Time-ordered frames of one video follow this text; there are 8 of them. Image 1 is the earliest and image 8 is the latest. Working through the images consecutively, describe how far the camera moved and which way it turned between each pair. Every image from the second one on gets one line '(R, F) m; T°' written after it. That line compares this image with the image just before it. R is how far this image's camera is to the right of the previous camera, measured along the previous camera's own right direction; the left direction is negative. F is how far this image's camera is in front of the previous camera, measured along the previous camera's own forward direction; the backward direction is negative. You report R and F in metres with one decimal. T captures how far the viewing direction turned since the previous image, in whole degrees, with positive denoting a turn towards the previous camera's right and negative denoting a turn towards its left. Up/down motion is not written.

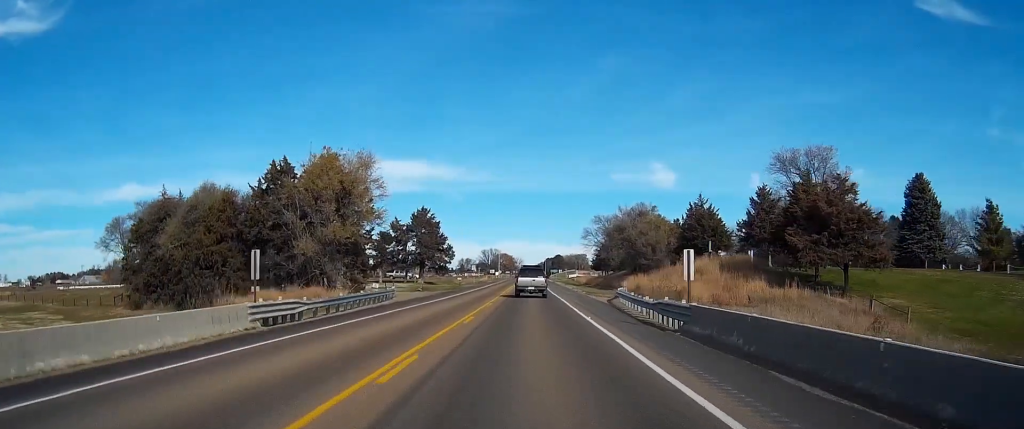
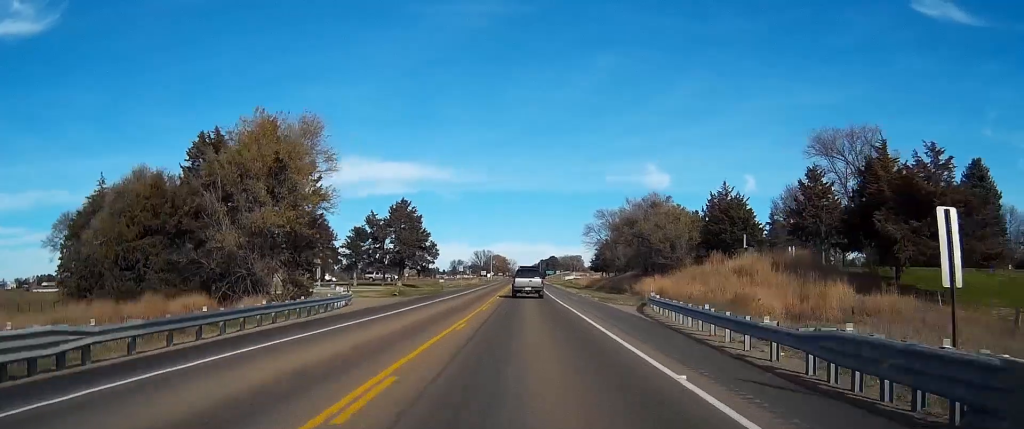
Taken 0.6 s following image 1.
(+0.1, +14.9) m; 0°
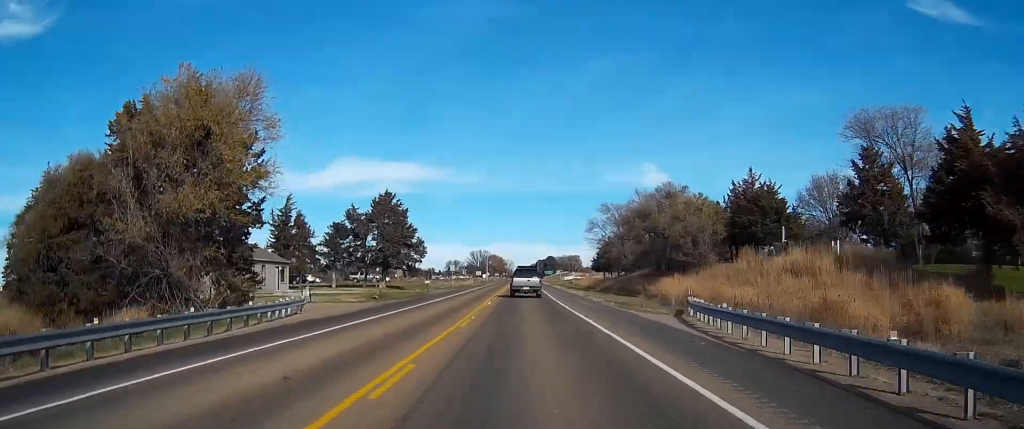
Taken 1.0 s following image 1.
(0.0, +10.8) m; 0°
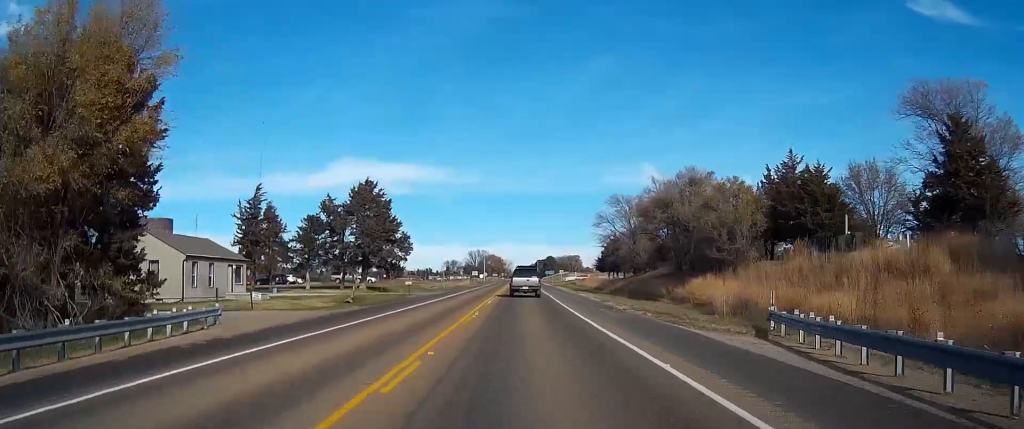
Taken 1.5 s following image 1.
(+0.1, +11.8) m; 0°
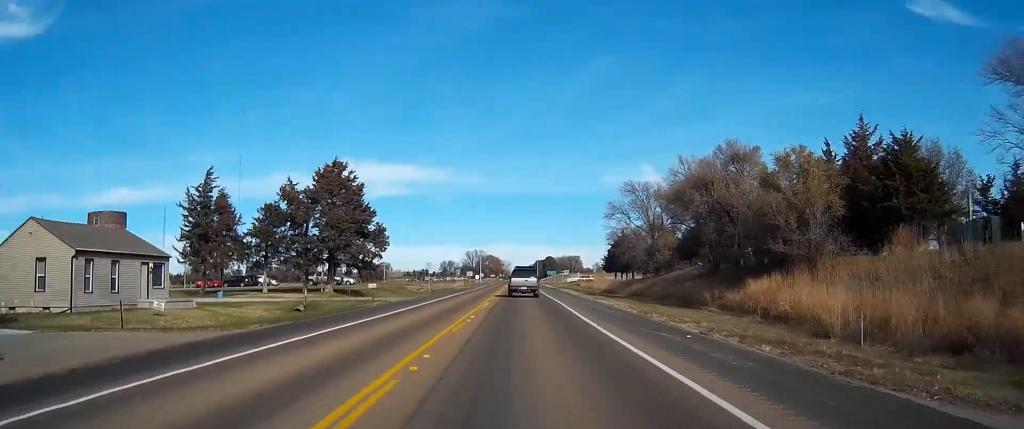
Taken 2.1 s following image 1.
(0.0, +14.4) m; 0°
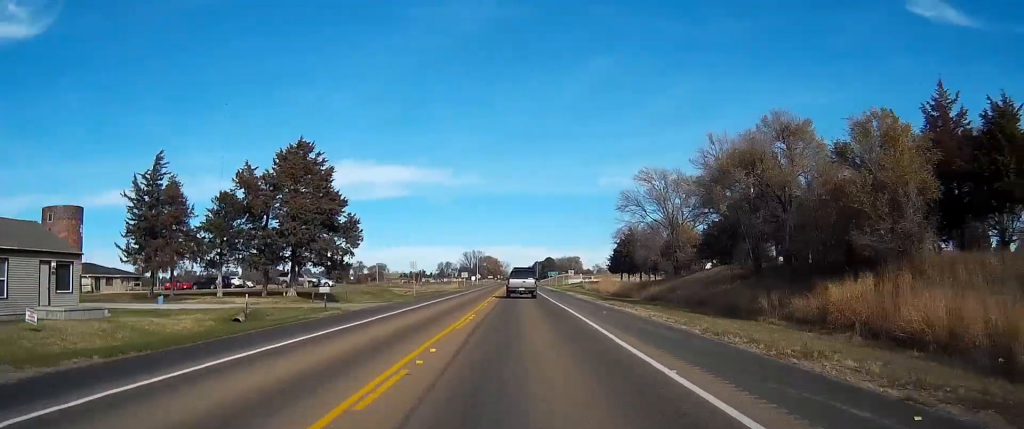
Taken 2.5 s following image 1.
(-0.1, +11.2) m; 0°
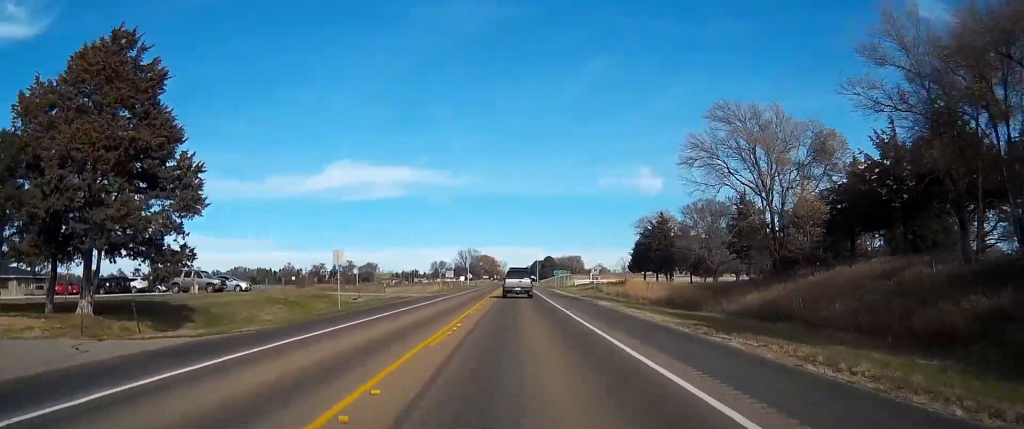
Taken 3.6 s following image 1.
(0.0, +28.7) m; 0°
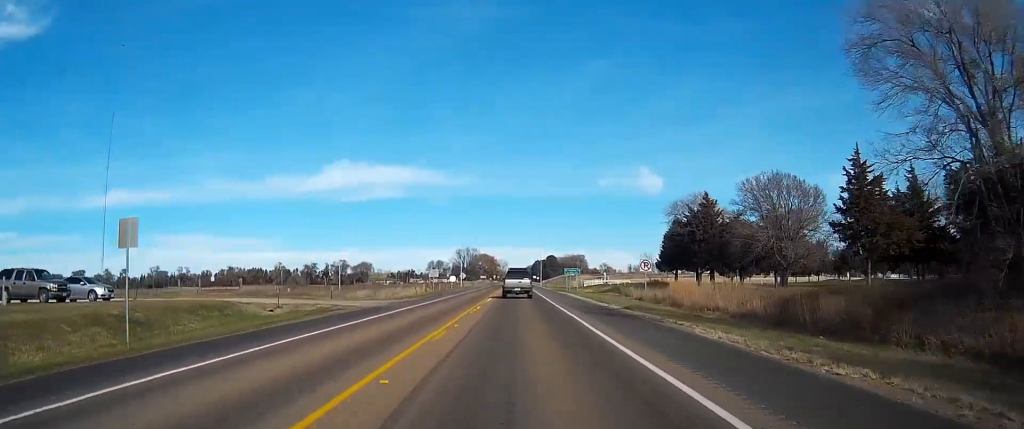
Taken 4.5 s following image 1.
(+0.1, +23.7) m; 0°
